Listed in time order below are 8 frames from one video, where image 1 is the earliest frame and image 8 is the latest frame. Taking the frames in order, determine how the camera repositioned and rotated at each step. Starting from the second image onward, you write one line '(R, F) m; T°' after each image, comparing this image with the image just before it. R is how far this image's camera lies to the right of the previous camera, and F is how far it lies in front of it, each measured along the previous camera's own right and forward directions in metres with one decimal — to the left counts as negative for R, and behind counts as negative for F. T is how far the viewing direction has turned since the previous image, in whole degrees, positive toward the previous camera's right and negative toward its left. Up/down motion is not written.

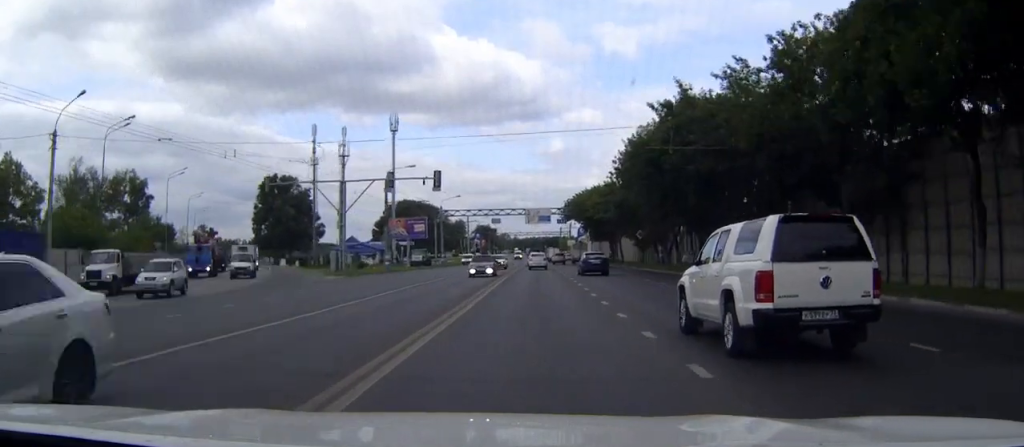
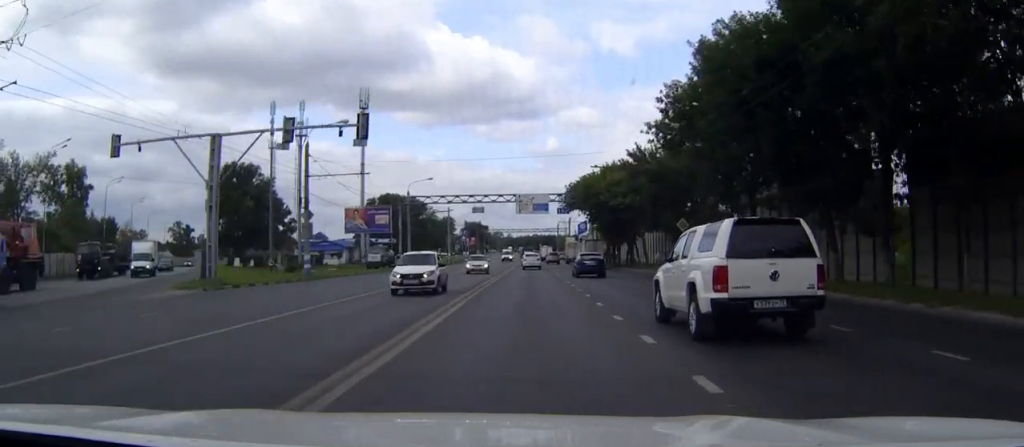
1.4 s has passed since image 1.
(0.0, +24.9) m; 0°
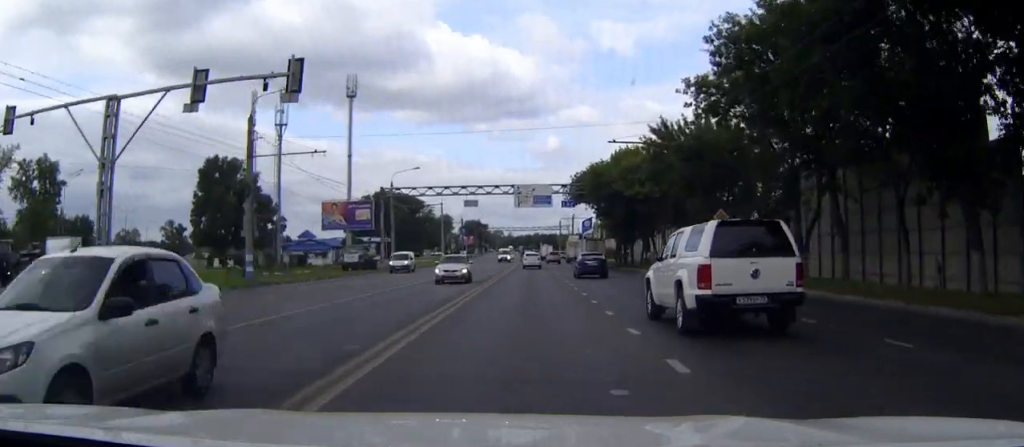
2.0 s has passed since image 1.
(0.0, +10.9) m; 0°
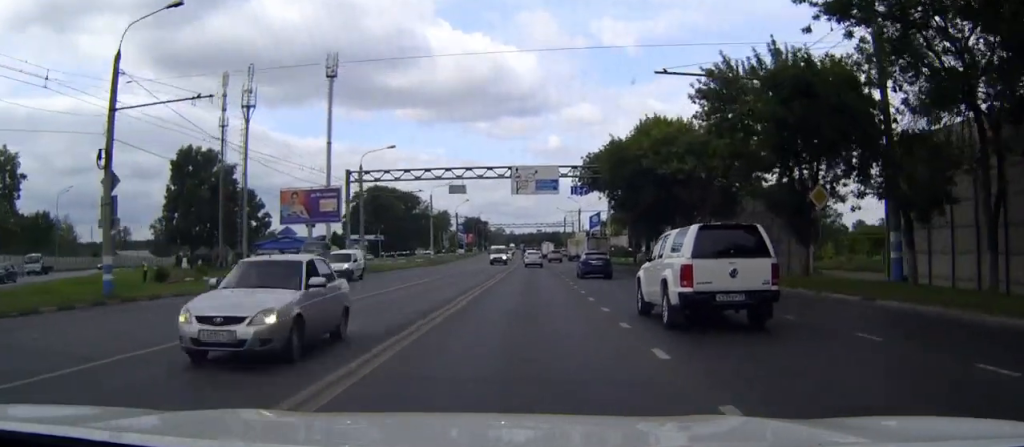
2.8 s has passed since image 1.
(0.0, +14.9) m; 0°
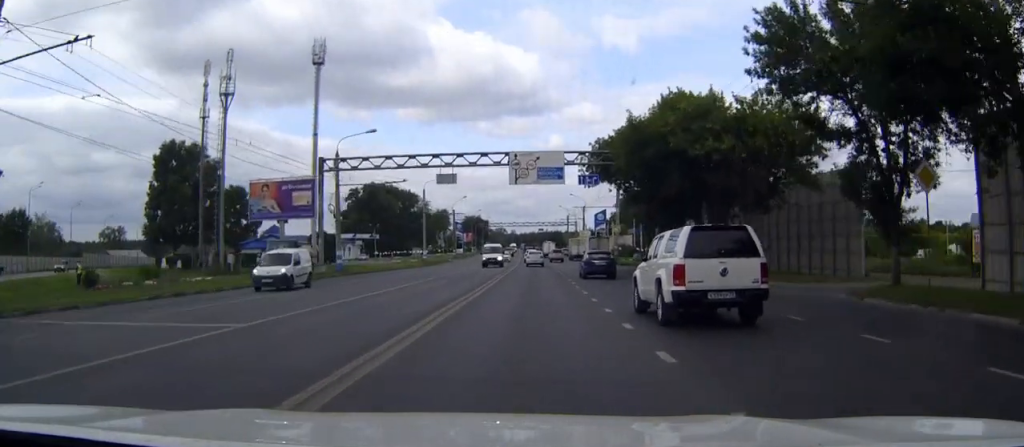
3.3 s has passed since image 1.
(0.0, +8.2) m; 0°
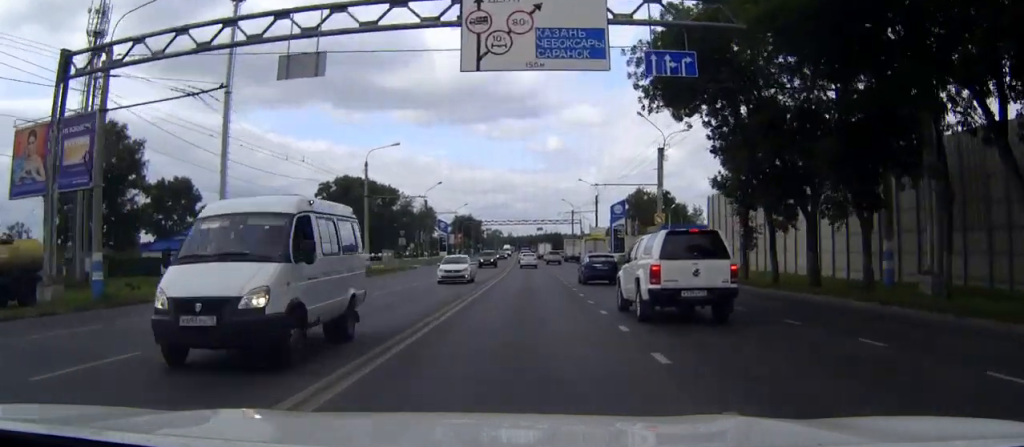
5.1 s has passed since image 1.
(0.0, +31.8) m; 0°
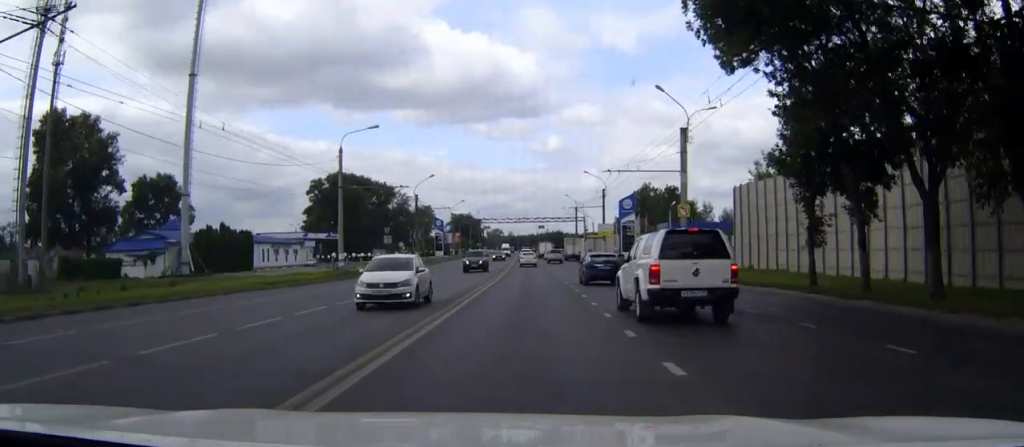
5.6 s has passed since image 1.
(0.0, +8.9) m; 0°
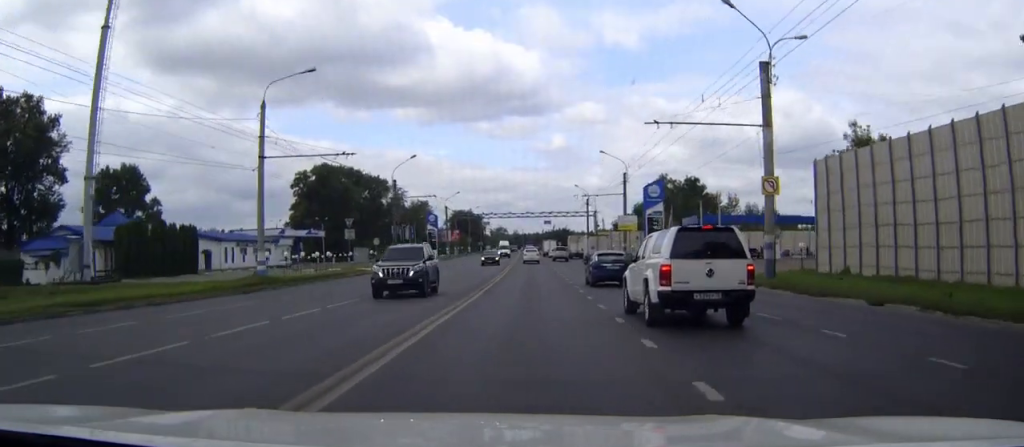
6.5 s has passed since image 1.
(0.0, +17.3) m; 0°
